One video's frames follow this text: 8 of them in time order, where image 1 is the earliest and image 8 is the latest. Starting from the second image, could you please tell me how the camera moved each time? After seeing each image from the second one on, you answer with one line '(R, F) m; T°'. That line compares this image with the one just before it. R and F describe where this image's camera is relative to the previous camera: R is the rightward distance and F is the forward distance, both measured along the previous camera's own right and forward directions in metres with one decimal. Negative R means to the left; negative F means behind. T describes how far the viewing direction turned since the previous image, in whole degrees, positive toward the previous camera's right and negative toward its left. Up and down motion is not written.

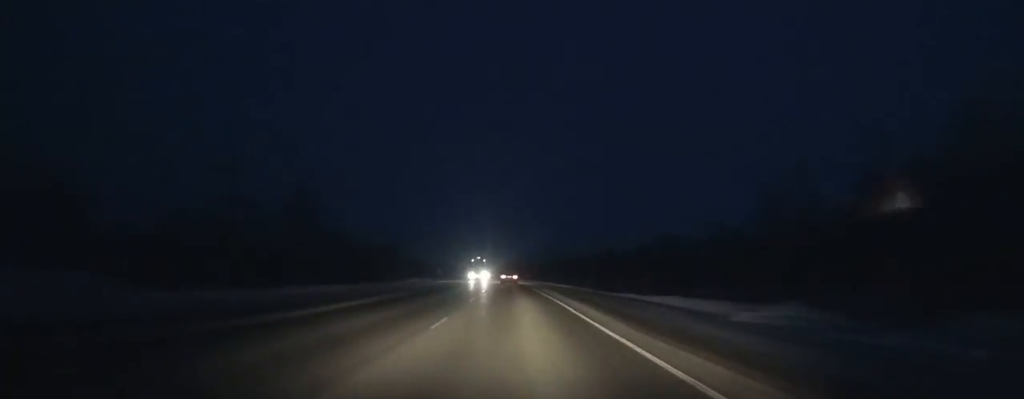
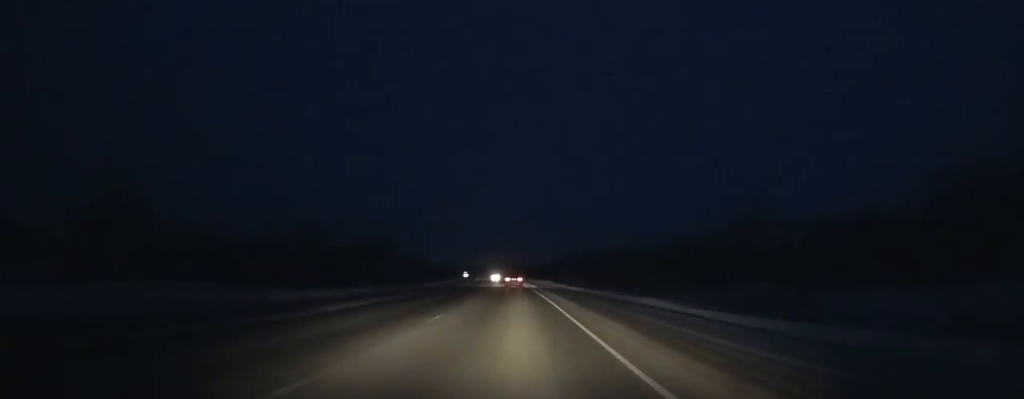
(-1.3, +69.6) m; -2°
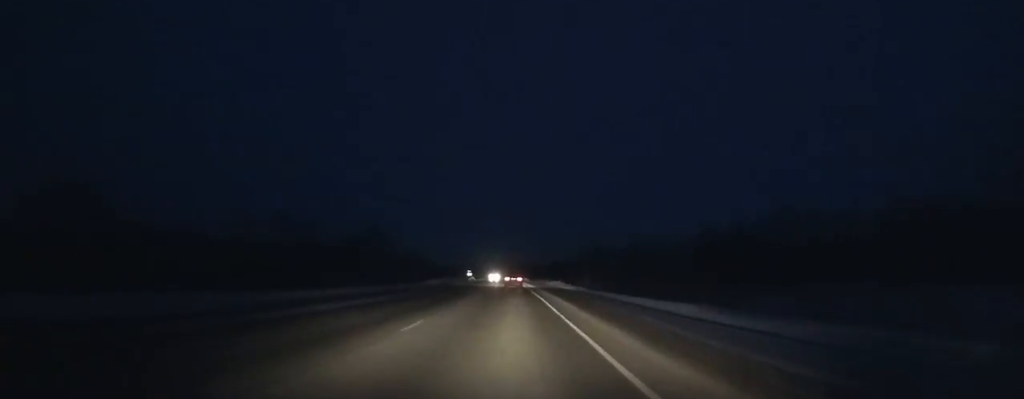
(0.0, +25.7) m; -1°
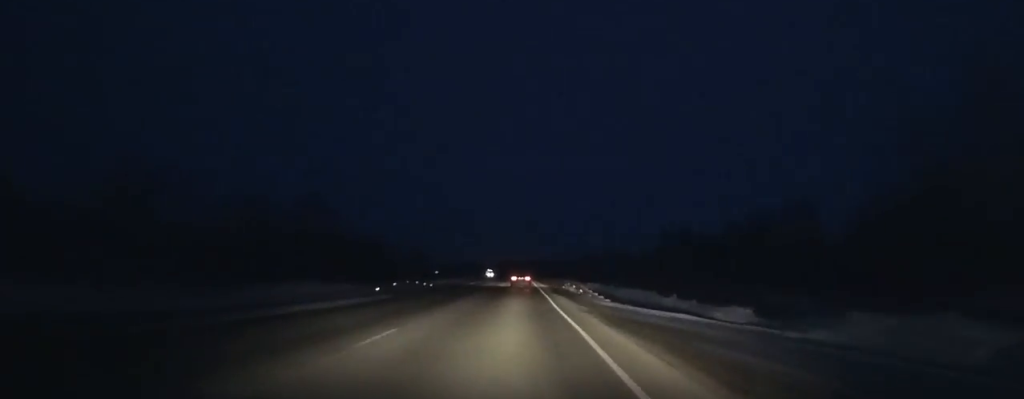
(-1.3, +85.2) m; -1°
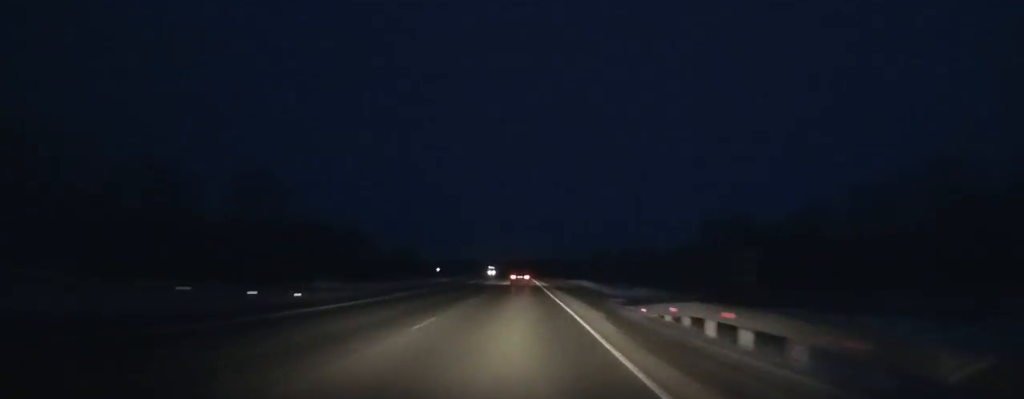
(0.0, +32.8) m; 0°
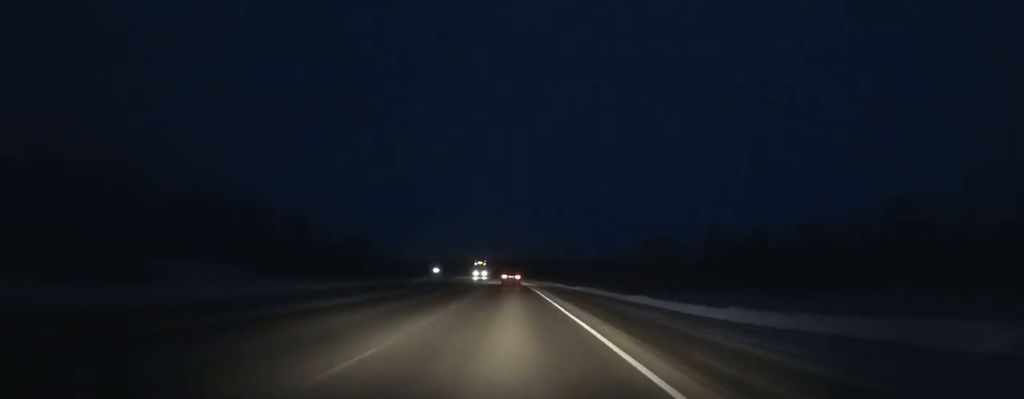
(-0.5, +89.7) m; -2°
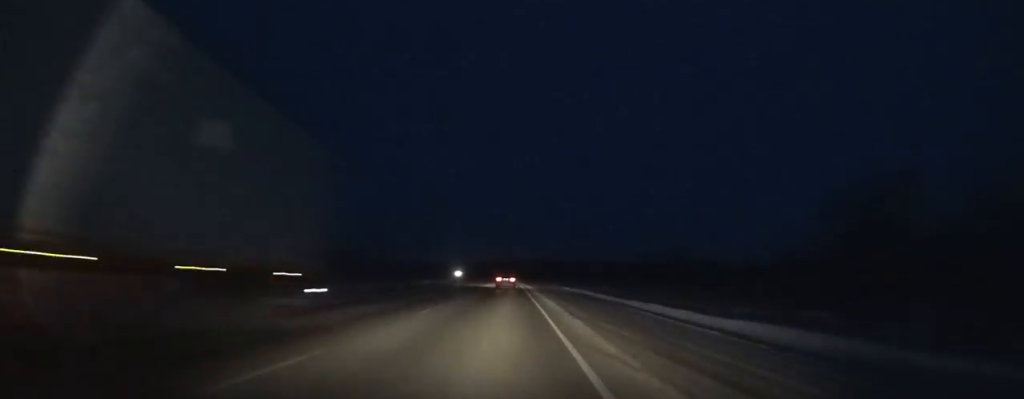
(-1.6, +72.0) m; -2°
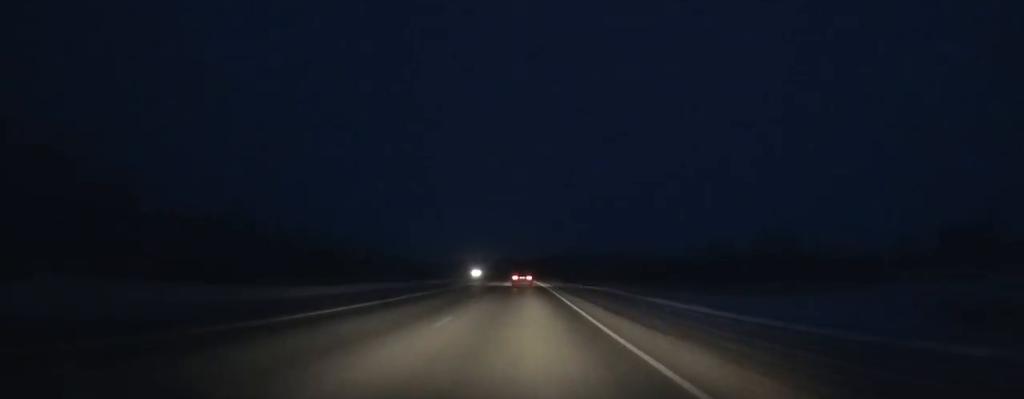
(-1.6, +88.5) m; -1°
